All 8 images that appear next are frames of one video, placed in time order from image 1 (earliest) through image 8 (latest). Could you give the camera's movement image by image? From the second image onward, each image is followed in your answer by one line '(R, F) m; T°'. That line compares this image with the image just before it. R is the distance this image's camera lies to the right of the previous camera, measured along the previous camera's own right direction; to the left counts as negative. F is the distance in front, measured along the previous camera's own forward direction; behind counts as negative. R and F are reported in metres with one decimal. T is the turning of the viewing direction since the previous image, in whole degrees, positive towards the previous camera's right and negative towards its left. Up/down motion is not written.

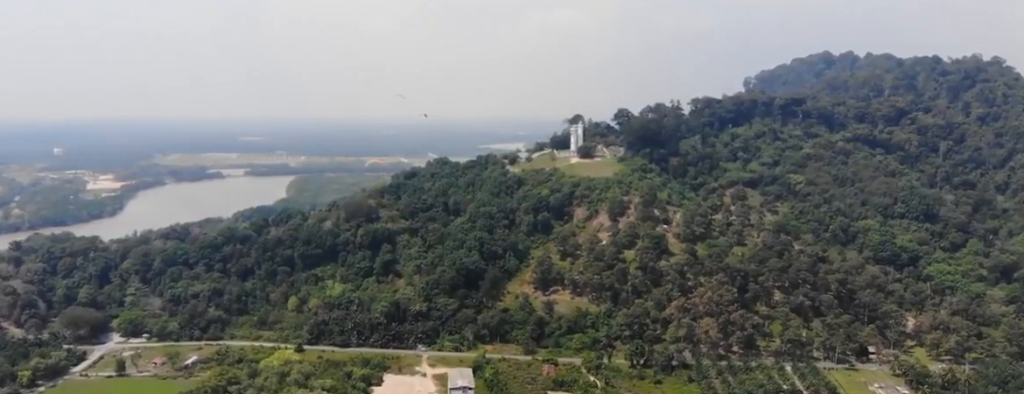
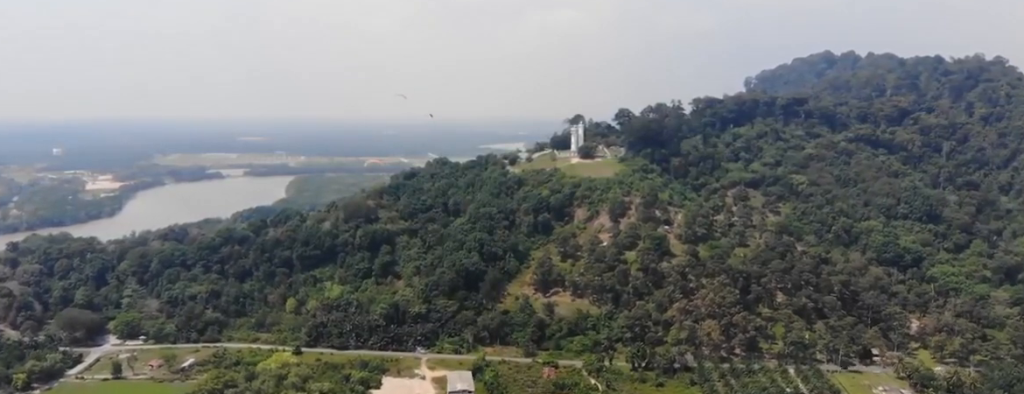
(0.0, +5.4) m; 0°
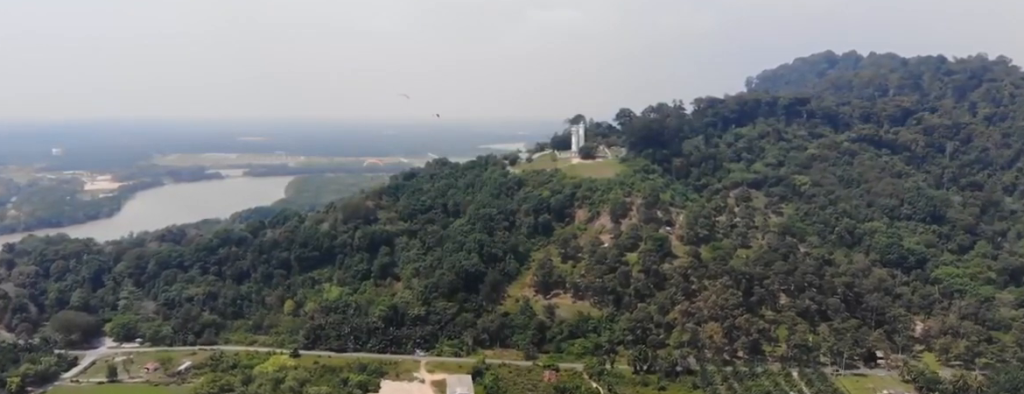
(0.0, +6.3) m; 0°
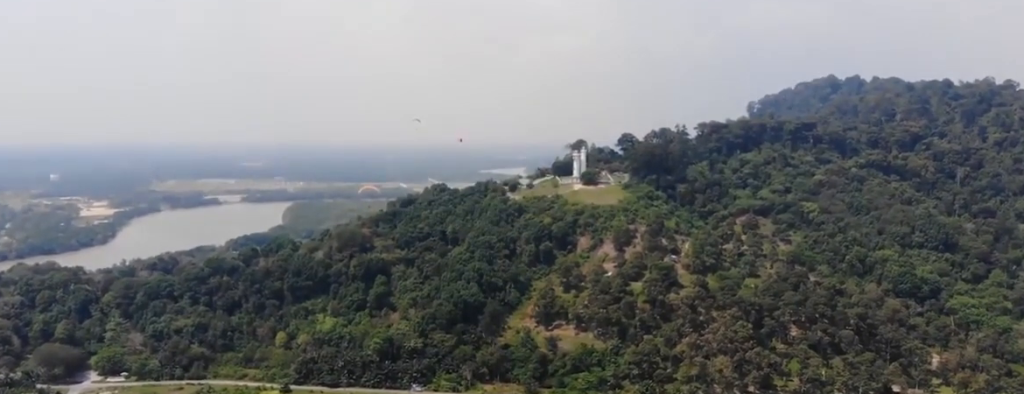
(0.0, +20.0) m; 0°
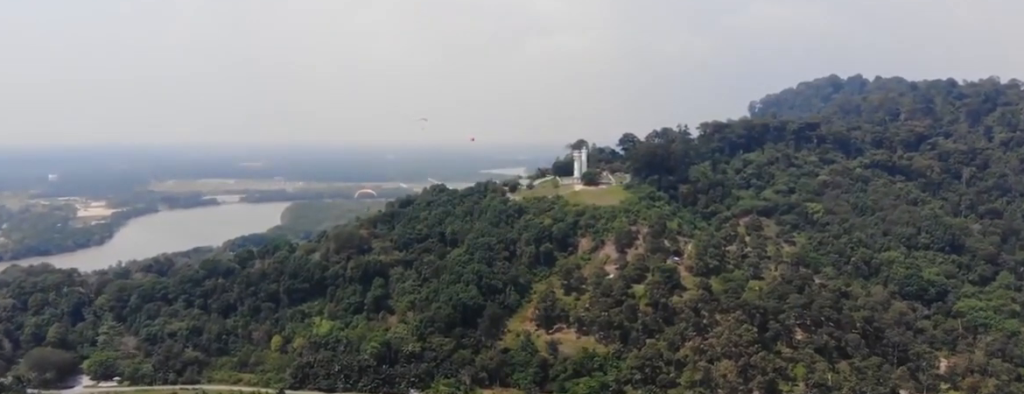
(0.0, +10.4) m; 0°
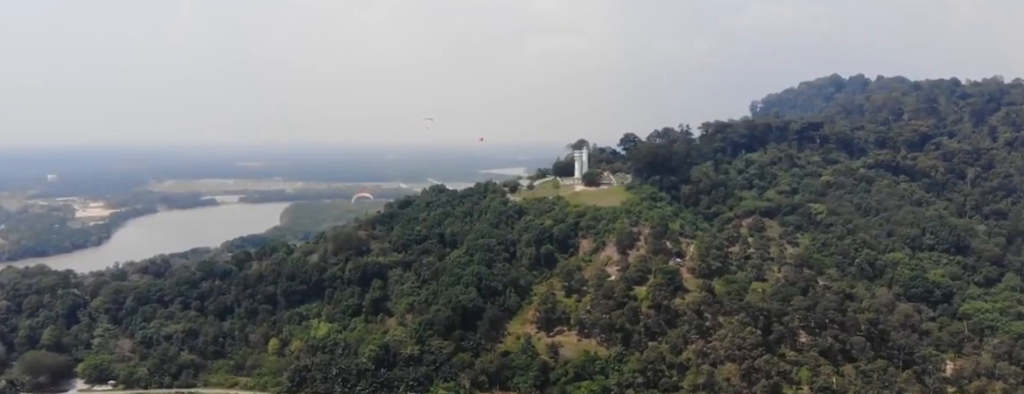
(0.0, +7.5) m; 0°
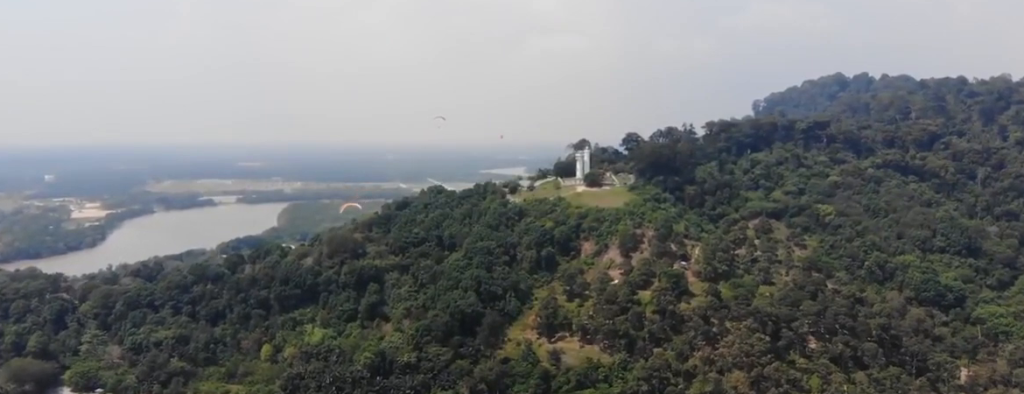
(0.0, +17.1) m; 0°
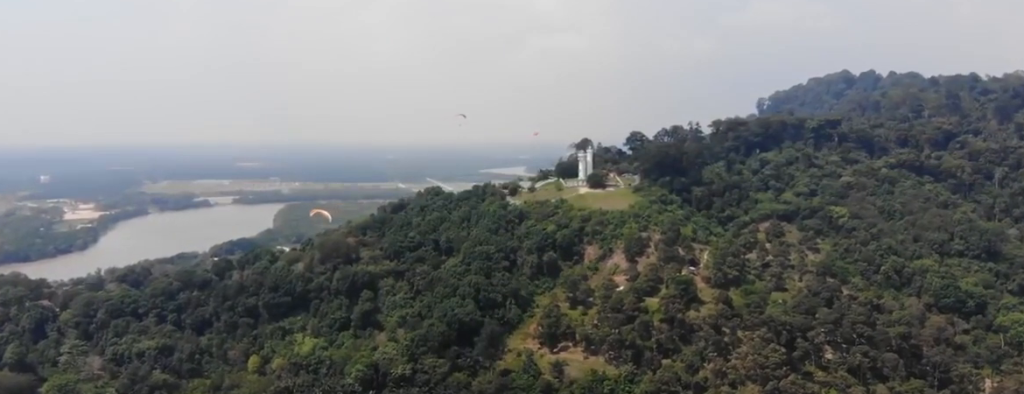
(0.0, +27.2) m; 0°
